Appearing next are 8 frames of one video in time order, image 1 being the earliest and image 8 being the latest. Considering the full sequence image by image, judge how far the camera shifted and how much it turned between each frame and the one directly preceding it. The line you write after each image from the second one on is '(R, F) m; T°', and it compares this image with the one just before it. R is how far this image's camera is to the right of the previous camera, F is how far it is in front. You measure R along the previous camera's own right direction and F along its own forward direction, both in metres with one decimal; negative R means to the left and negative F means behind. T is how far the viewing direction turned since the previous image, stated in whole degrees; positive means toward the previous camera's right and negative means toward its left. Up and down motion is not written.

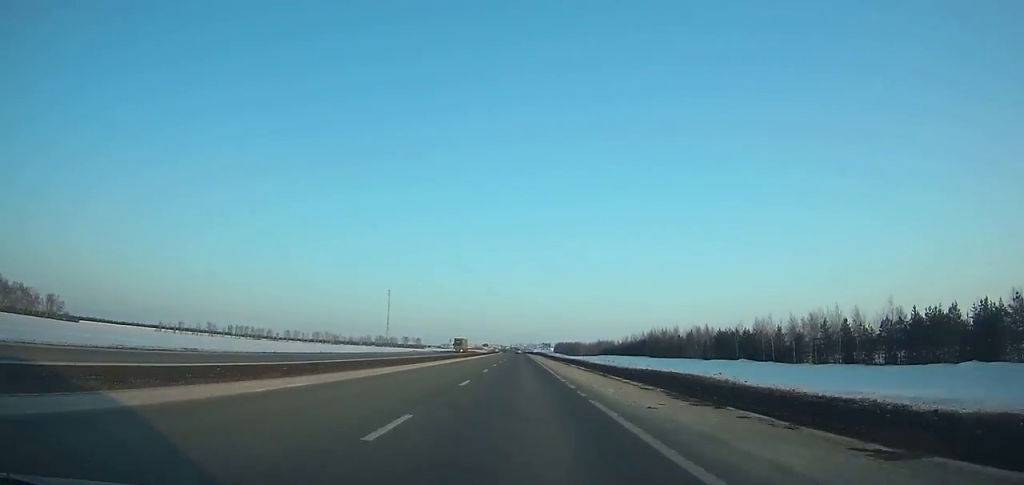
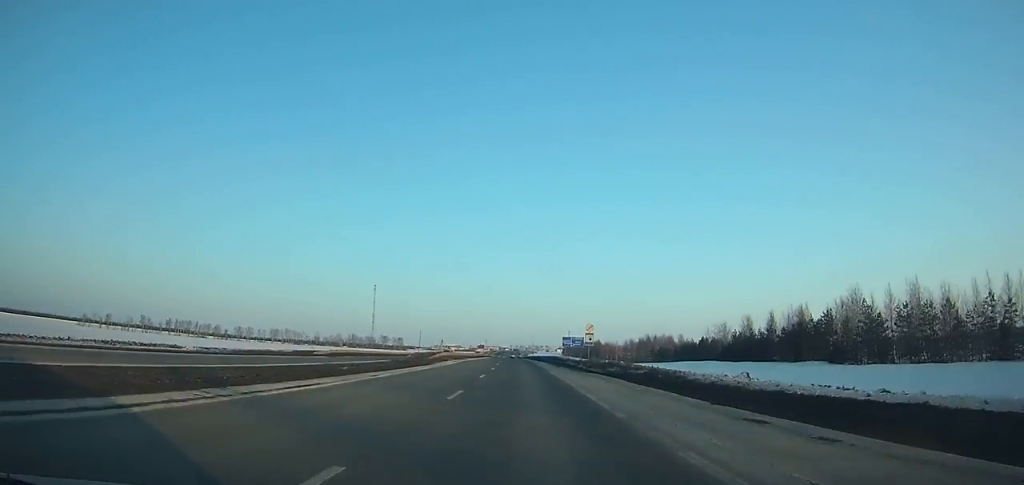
(-0.2, +136.4) m; 0°
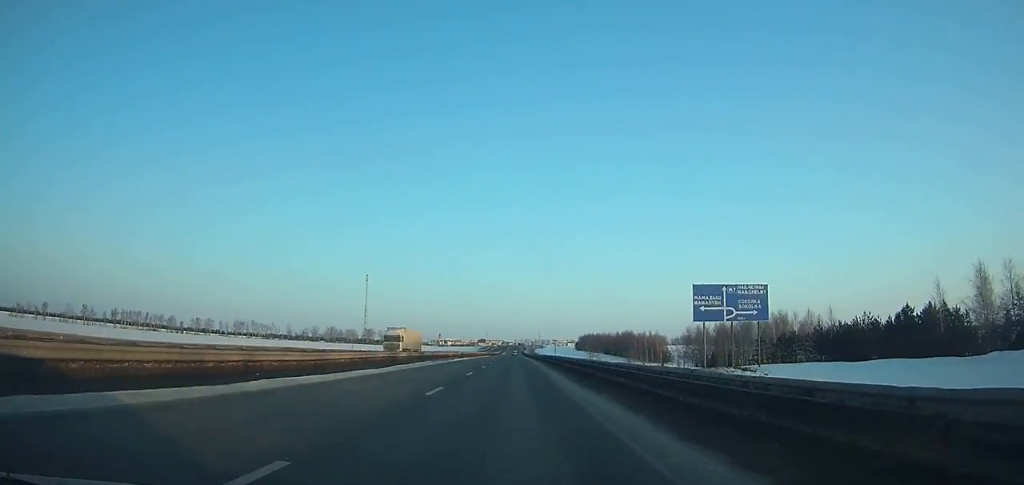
(-0.6, +96.9) m; -1°
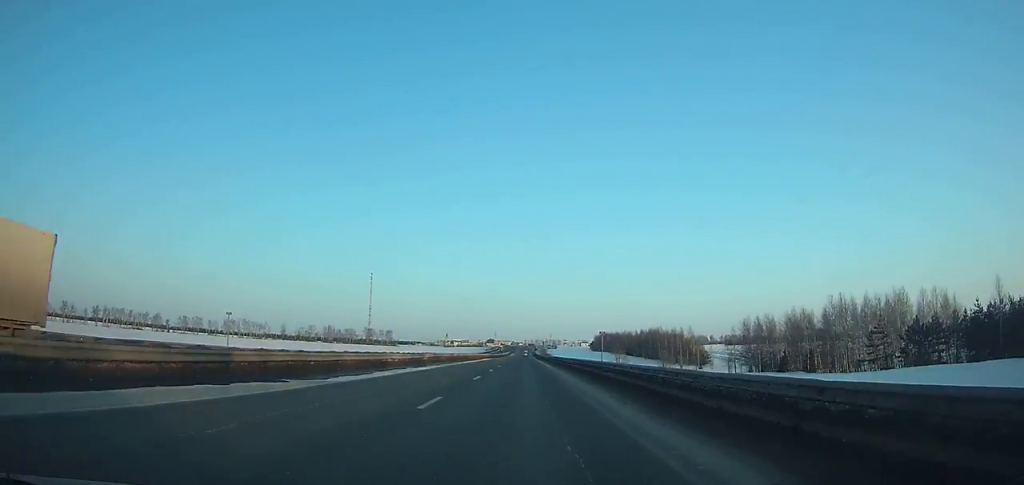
(-0.1, +39.3) m; 0°
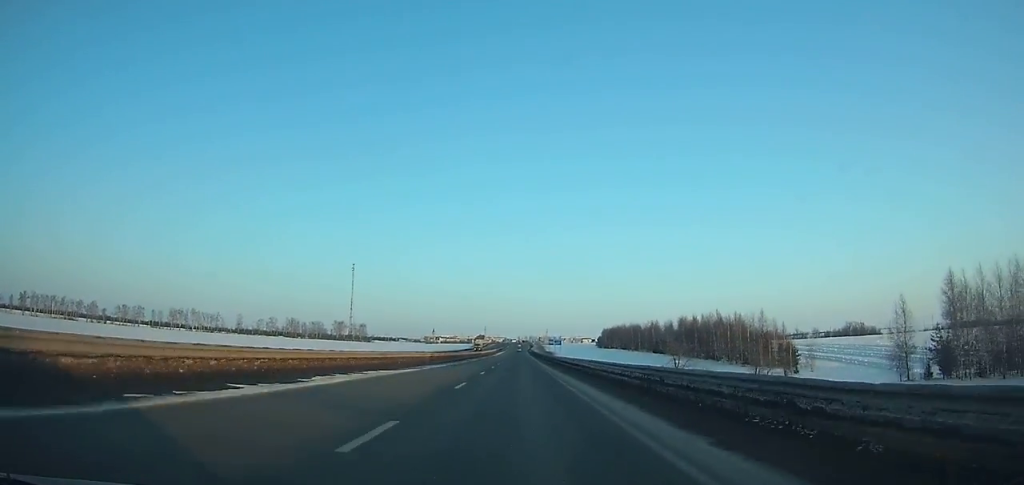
(-0.1, +78.5) m; 0°
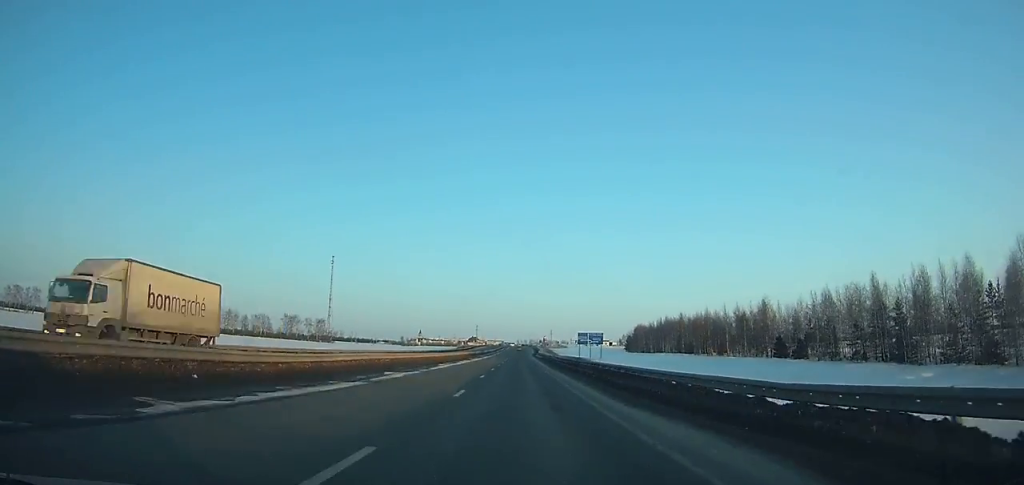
(+0.2, +110.4) m; 0°
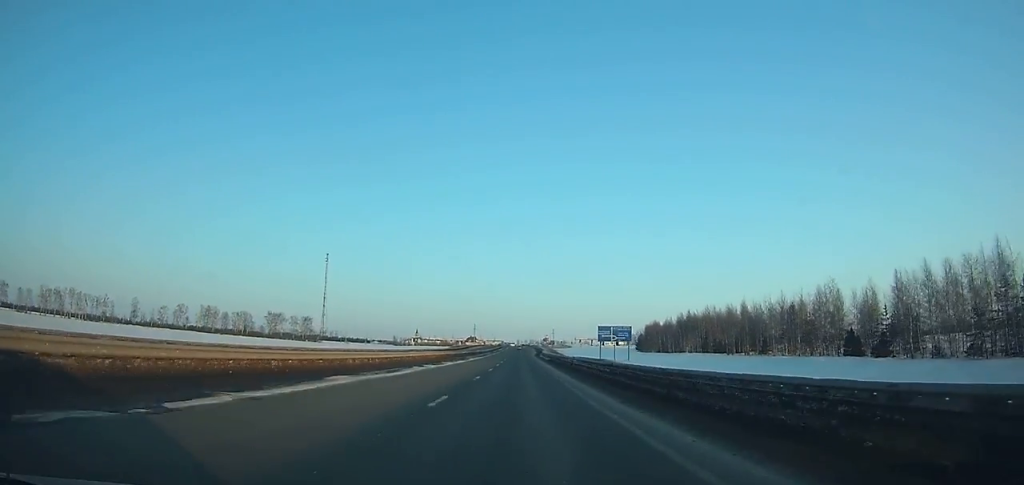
(0.0, +27.5) m; 0°
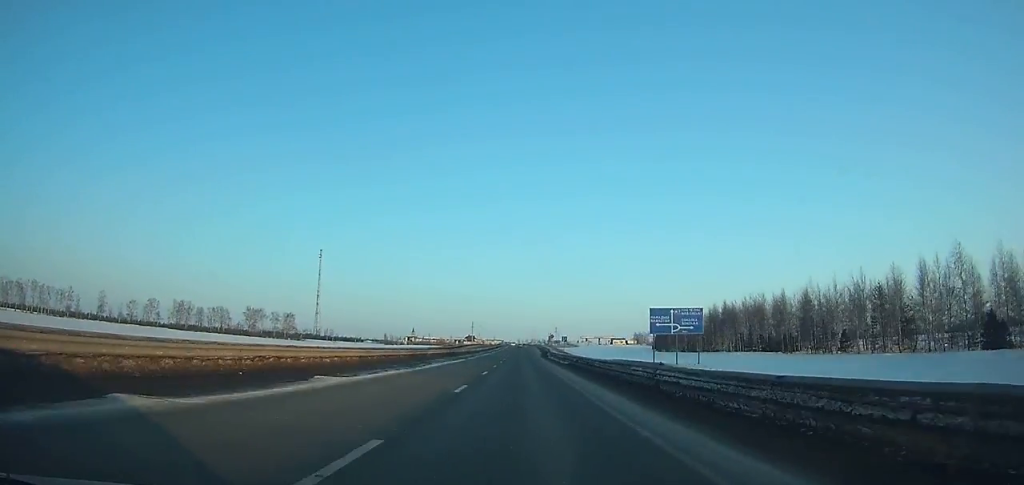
(0.0, +32.2) m; 0°
